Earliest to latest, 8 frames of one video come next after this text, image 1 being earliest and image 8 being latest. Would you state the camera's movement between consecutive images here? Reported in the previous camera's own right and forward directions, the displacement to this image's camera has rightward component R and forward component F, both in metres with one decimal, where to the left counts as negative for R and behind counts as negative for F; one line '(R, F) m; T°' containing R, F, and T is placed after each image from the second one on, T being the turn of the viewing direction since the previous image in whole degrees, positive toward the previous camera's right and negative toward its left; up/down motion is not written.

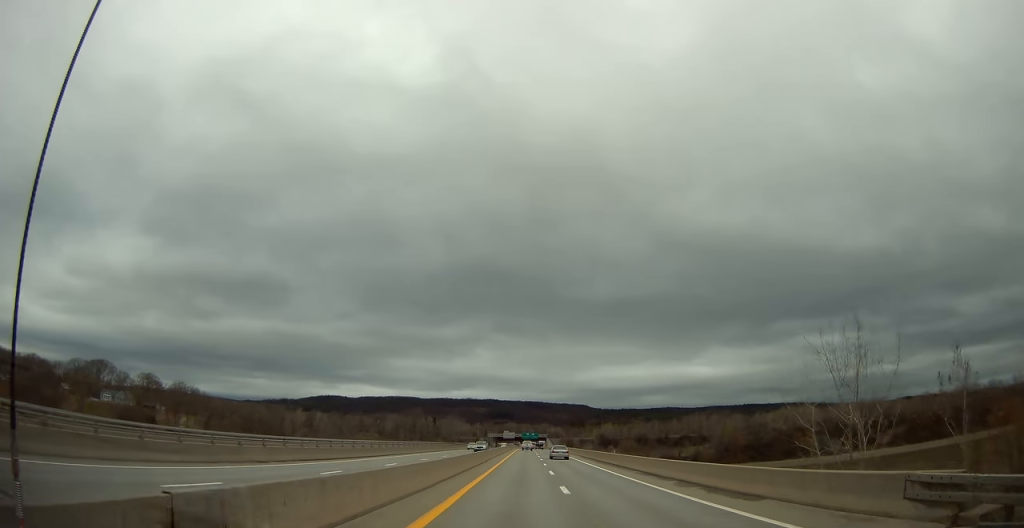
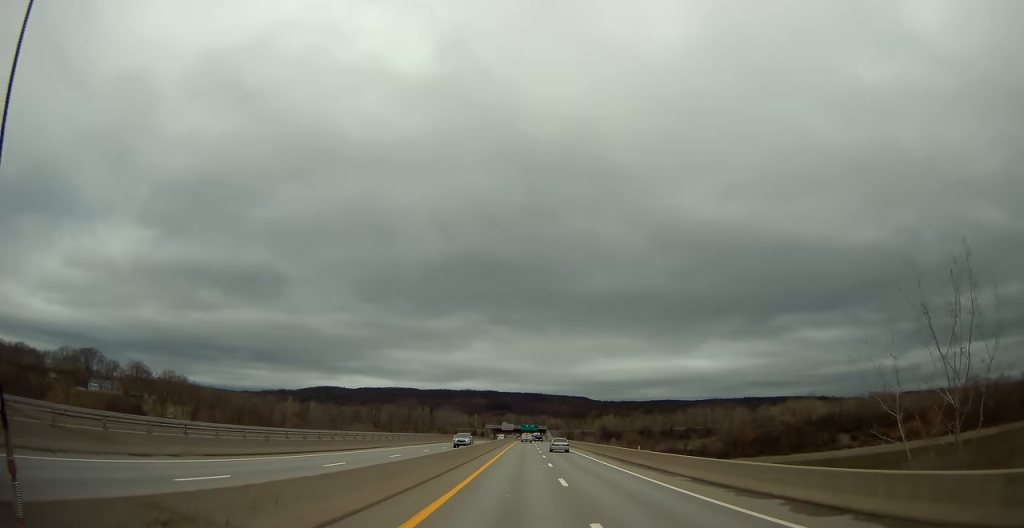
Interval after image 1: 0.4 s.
(+0.1, +11.4) m; 0°
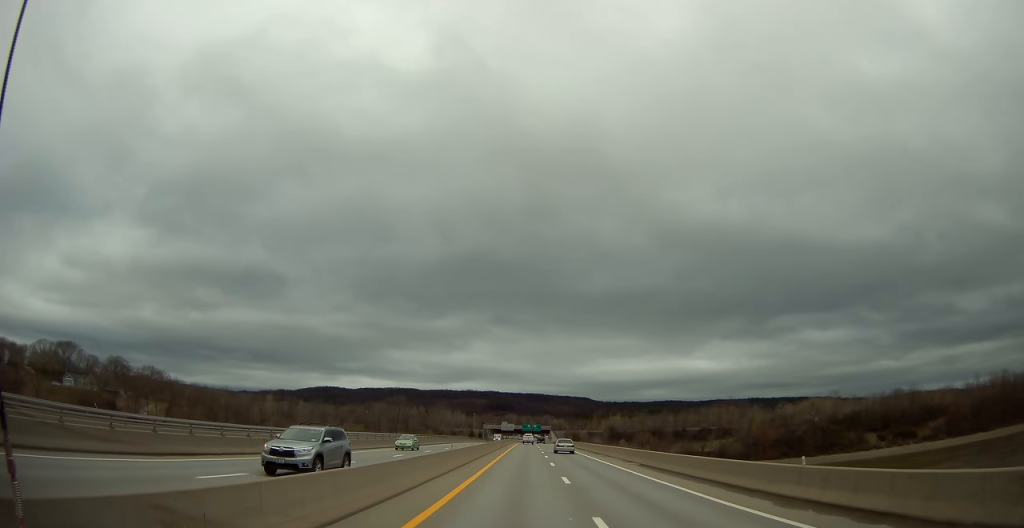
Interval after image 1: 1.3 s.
(+0.1, +23.6) m; 0°
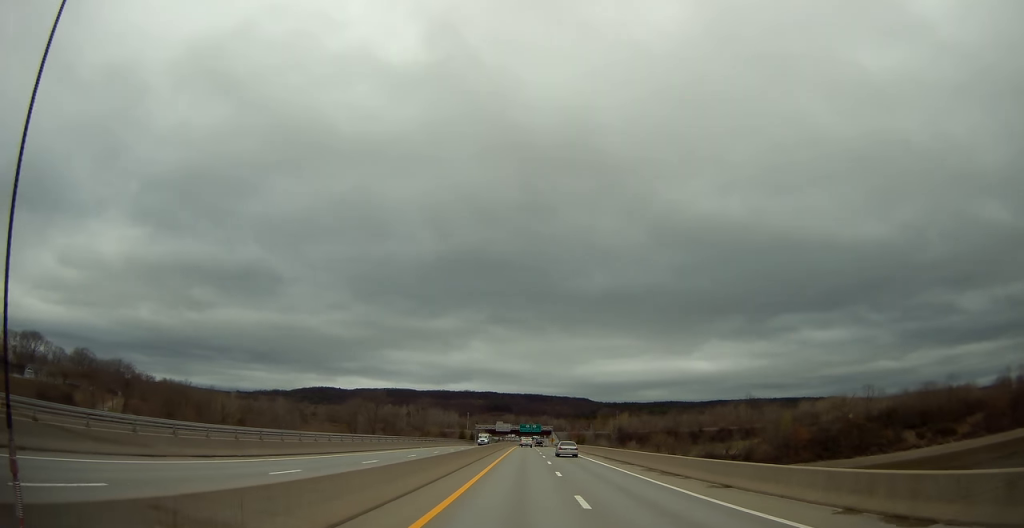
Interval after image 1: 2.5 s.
(-0.3, +31.4) m; -1°
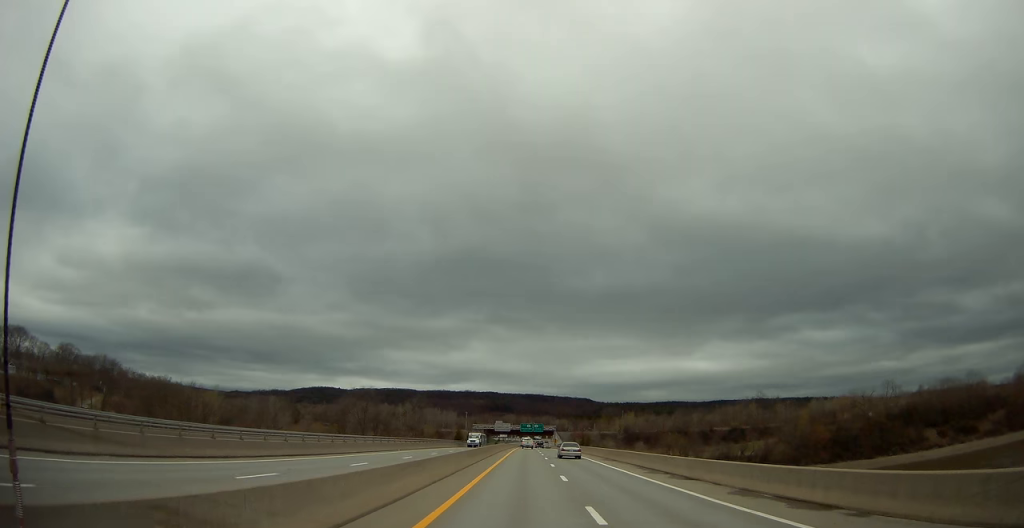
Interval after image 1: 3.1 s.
(0.0, +14.7) m; 0°
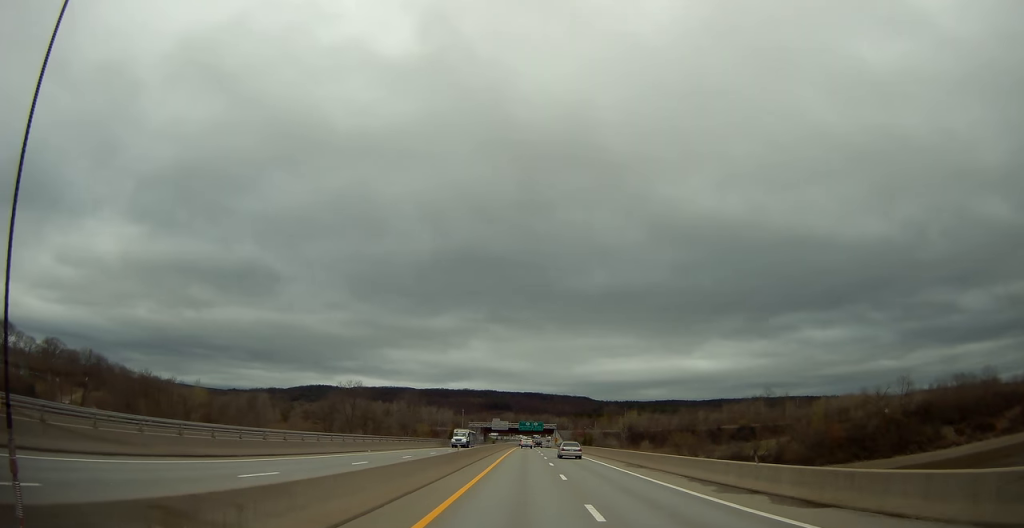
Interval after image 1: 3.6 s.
(0.0, +12.0) m; 0°
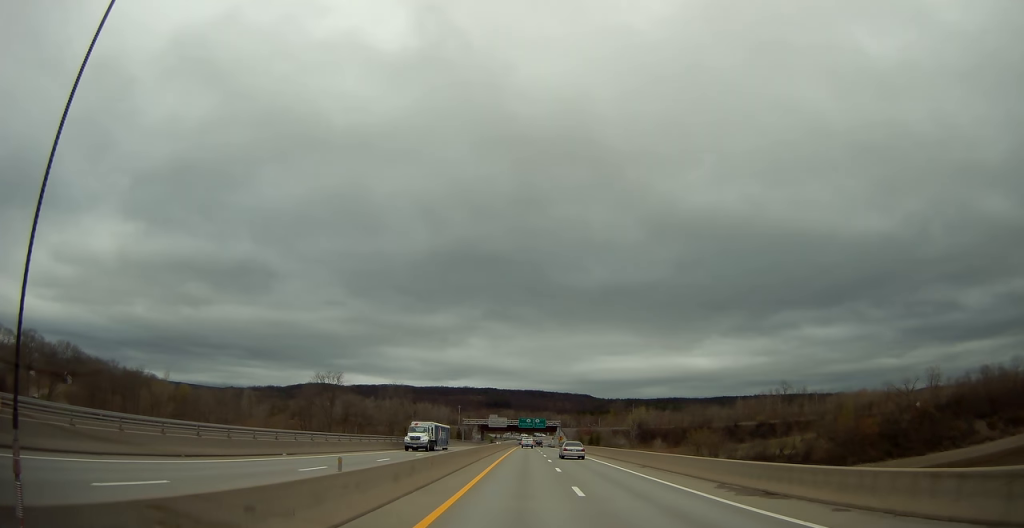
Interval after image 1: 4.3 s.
(0.0, +19.5) m; 0°
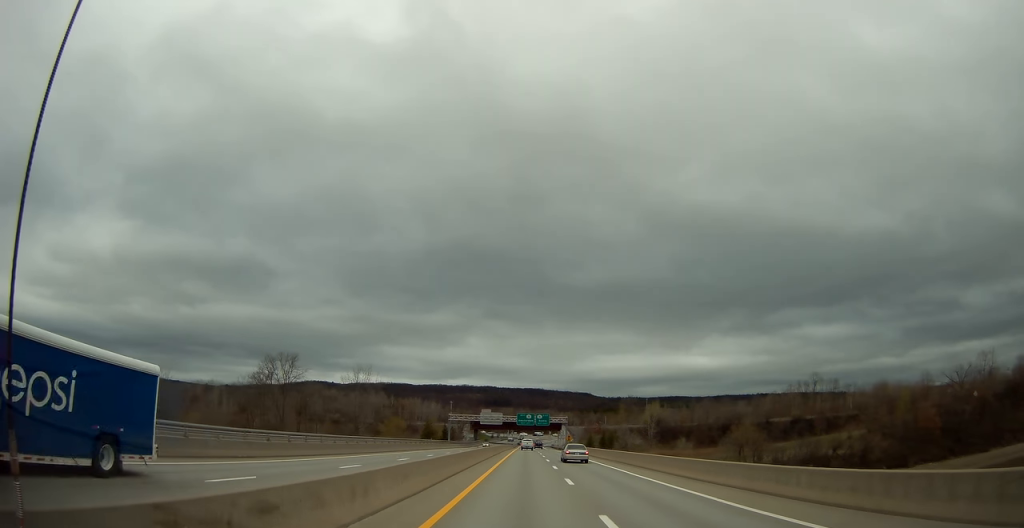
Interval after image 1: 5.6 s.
(0.0, +31.1) m; 0°
